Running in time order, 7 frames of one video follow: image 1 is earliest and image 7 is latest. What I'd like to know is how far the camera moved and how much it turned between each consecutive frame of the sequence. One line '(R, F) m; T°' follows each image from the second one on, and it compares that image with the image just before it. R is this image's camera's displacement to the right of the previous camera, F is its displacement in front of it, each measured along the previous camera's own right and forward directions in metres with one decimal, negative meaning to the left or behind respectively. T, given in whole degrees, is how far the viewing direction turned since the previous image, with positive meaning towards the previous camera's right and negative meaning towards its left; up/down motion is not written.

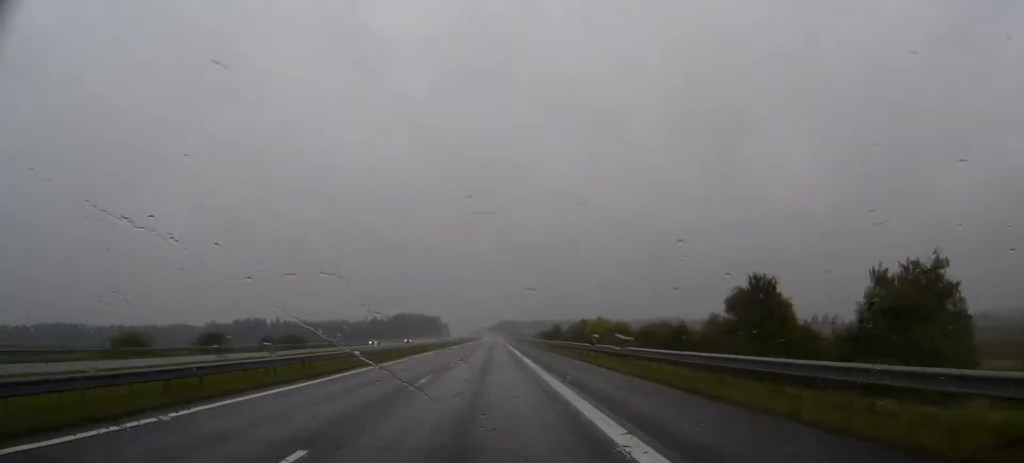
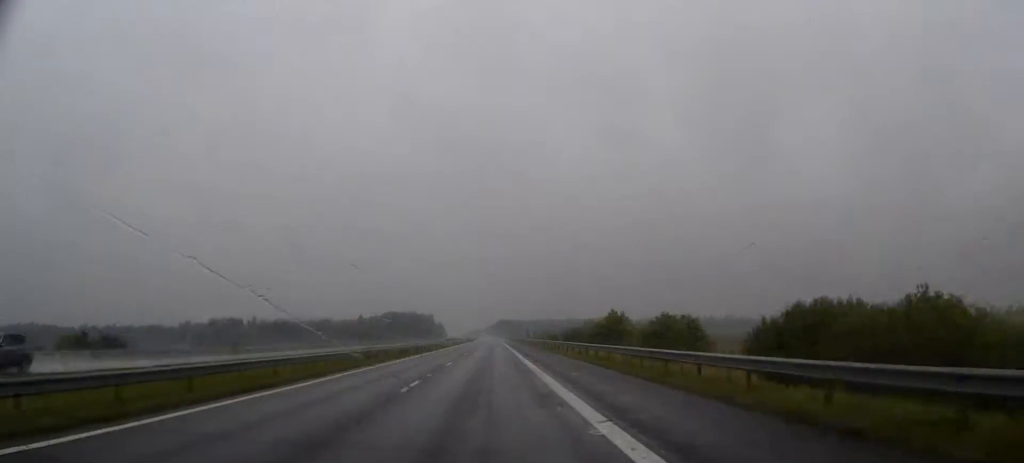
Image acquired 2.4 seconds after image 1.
(+0.1, +66.5) m; 0°
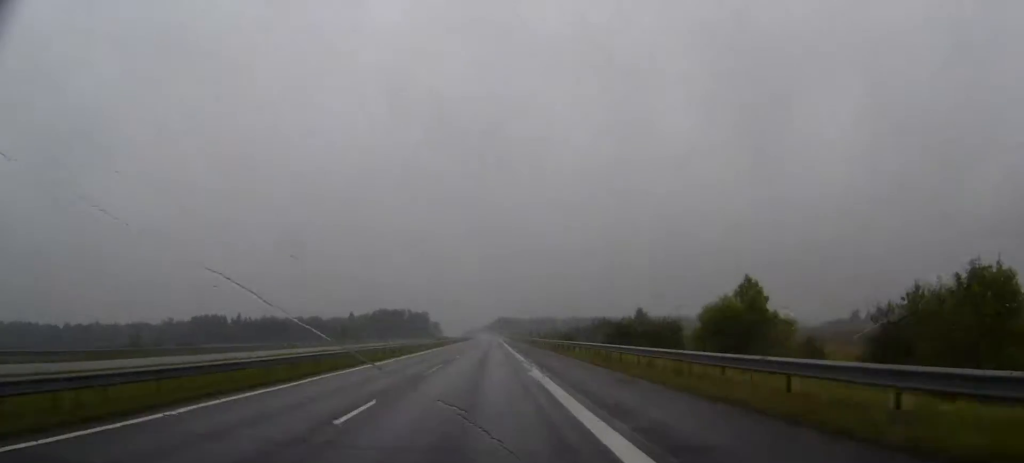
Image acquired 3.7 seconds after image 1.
(0.0, +38.4) m; 0°
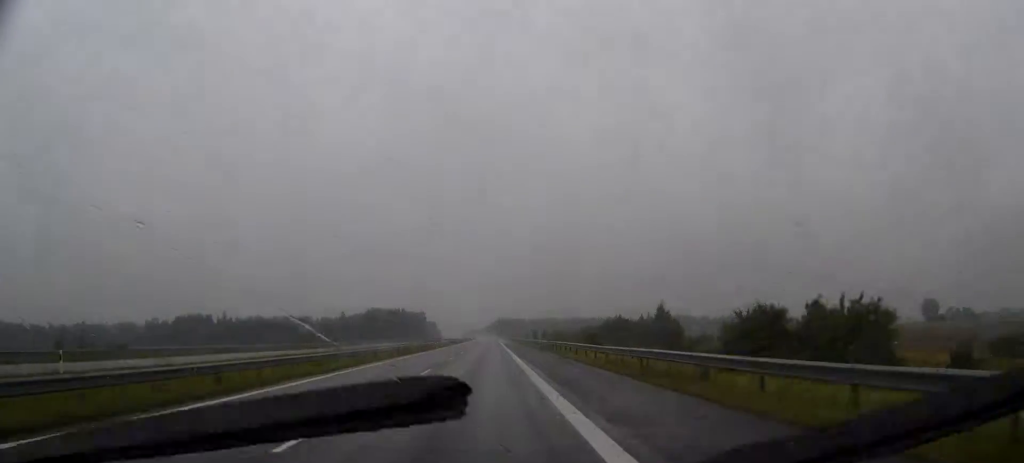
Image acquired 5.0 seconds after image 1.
(+0.1, +34.7) m; 0°
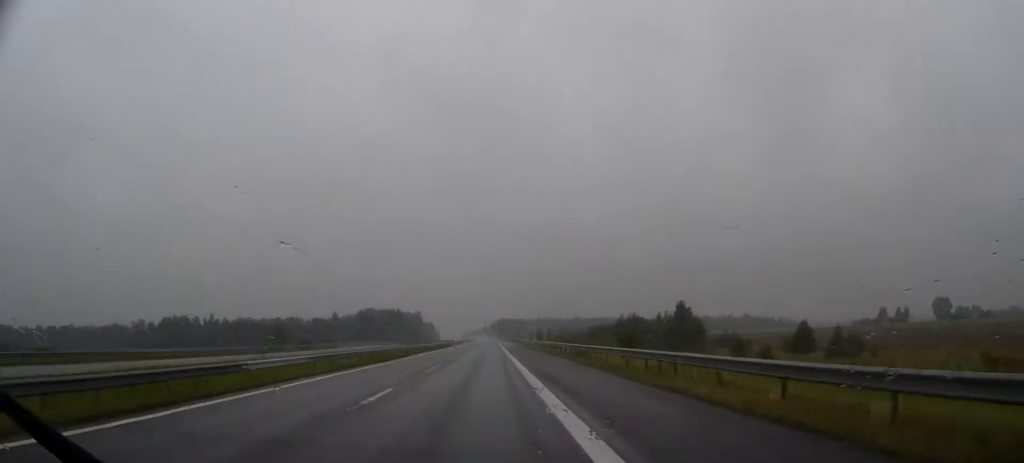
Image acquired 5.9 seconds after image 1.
(0.0, +25.3) m; 0°
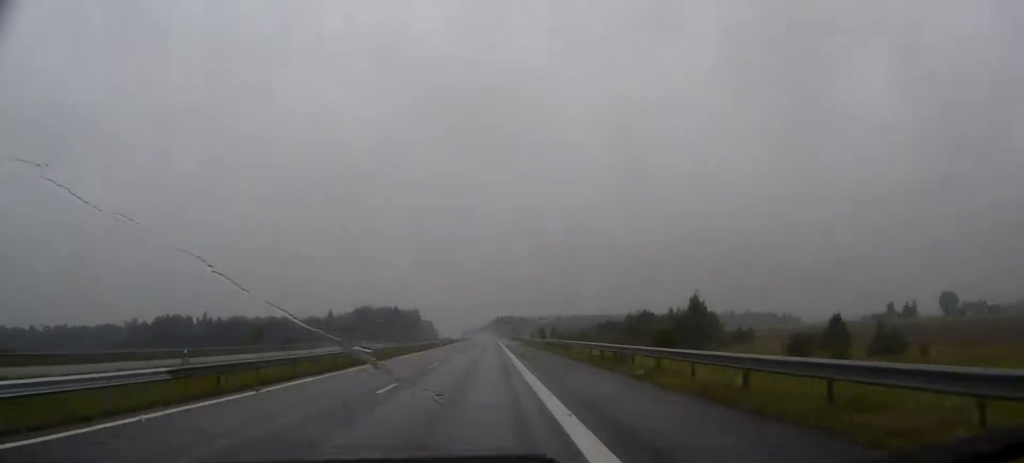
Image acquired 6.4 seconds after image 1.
(0.0, +14.0) m; 0°
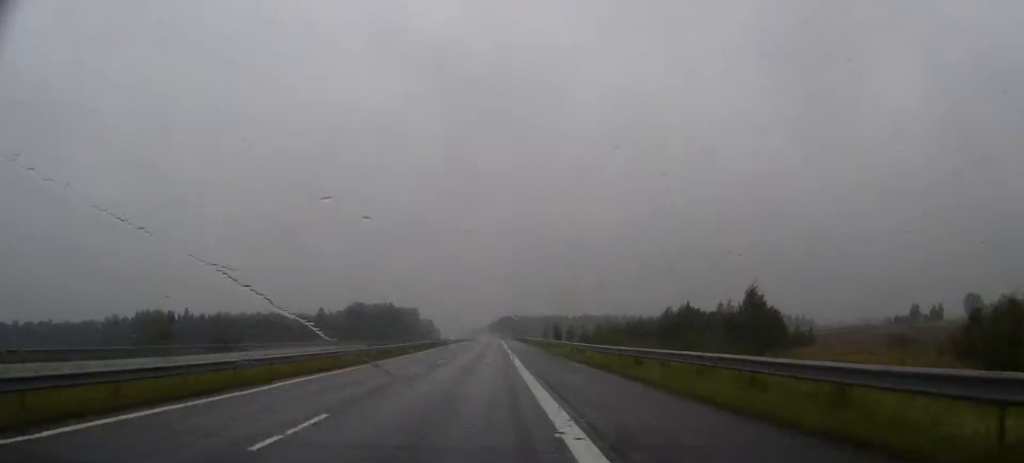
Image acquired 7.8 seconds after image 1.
(-0.1, +40.3) m; 0°
